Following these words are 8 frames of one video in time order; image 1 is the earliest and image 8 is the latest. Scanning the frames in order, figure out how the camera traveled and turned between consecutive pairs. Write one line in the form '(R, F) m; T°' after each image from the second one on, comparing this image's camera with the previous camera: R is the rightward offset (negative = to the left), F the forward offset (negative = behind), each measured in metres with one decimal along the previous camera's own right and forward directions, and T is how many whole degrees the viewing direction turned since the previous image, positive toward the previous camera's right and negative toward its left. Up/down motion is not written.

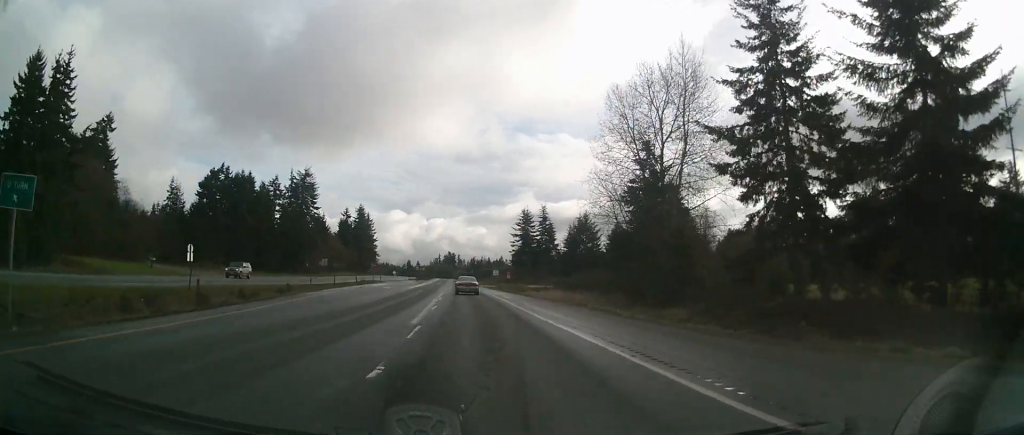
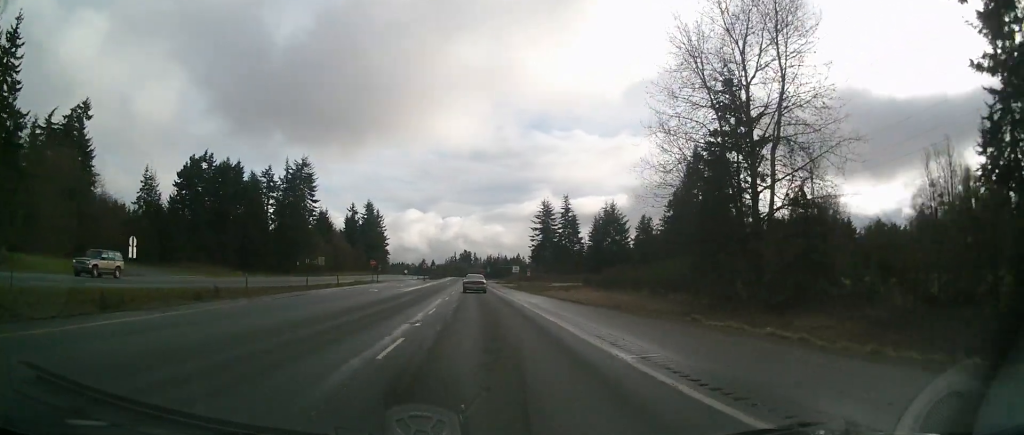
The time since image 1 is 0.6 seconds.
(-0.2, +16.0) m; -2°
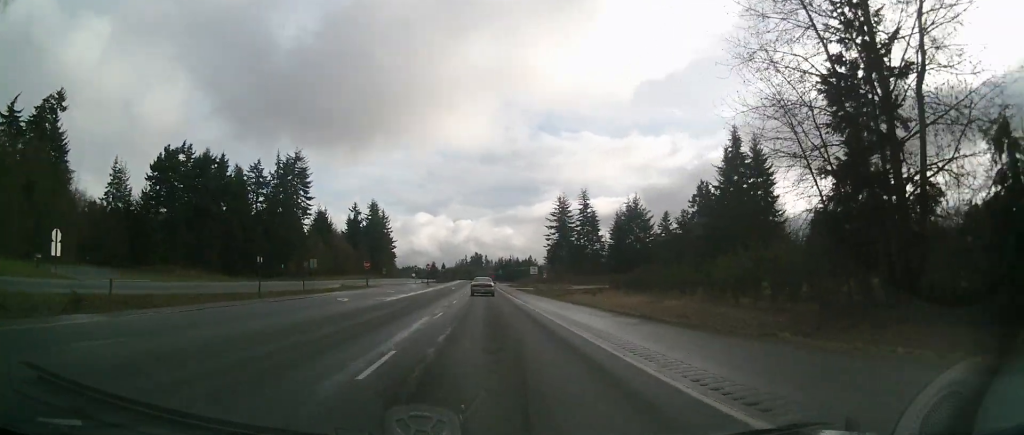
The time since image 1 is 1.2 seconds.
(-0.1, +13.5) m; -1°
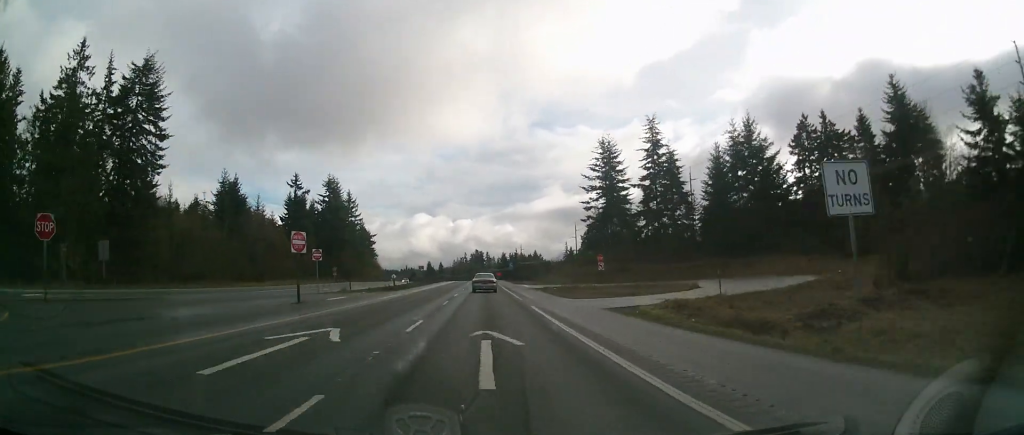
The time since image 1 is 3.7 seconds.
(-2.1, +65.2) m; -2°
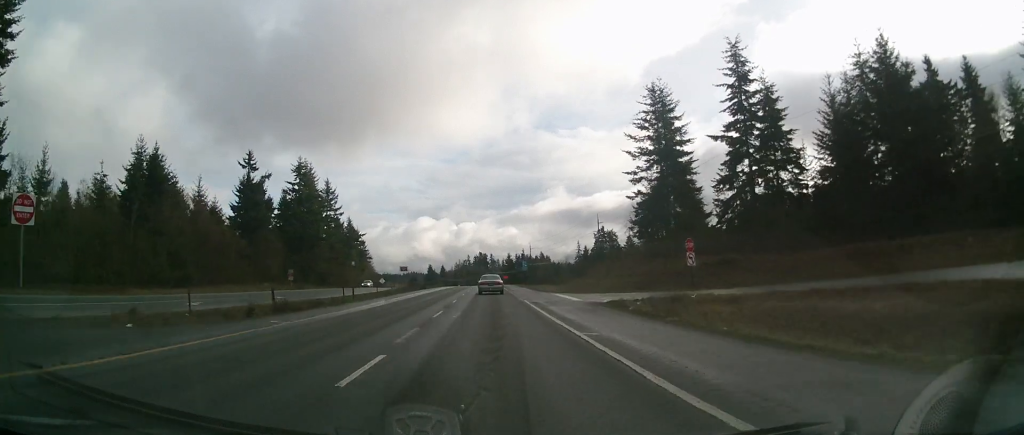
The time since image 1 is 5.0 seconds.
(+0.2, +31.5) m; 0°
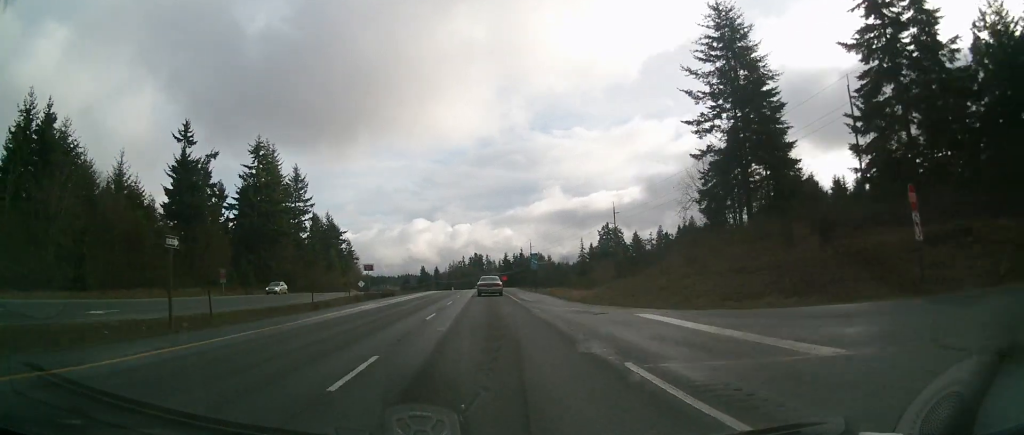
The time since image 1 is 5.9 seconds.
(0.0, +24.6) m; 0°
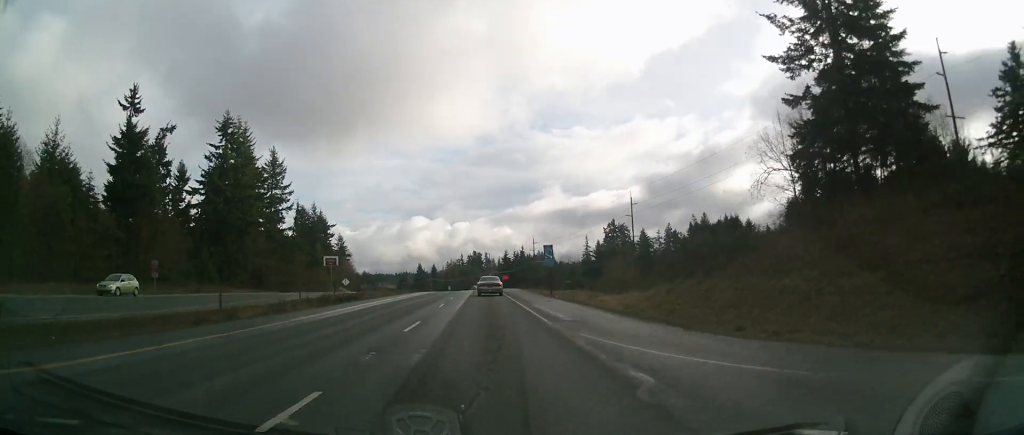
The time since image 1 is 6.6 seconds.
(0.0, +16.1) m; 0°
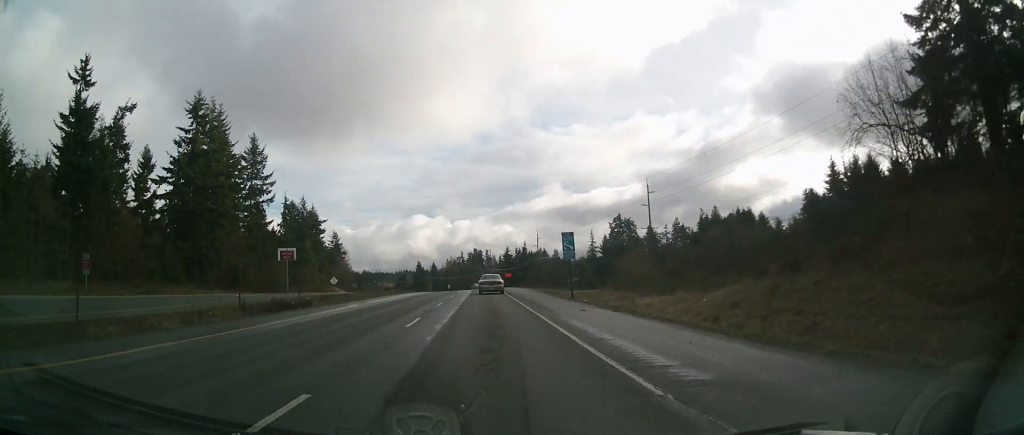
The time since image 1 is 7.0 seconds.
(0.0, +11.8) m; 0°
